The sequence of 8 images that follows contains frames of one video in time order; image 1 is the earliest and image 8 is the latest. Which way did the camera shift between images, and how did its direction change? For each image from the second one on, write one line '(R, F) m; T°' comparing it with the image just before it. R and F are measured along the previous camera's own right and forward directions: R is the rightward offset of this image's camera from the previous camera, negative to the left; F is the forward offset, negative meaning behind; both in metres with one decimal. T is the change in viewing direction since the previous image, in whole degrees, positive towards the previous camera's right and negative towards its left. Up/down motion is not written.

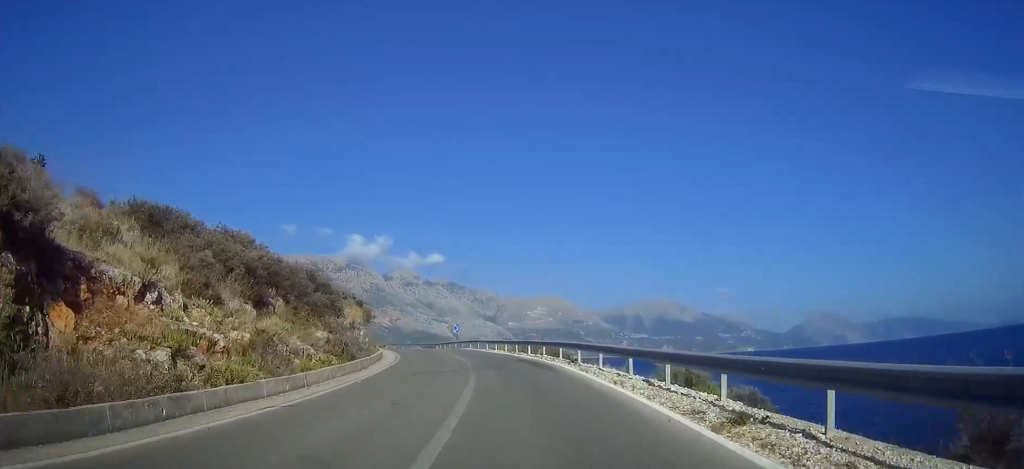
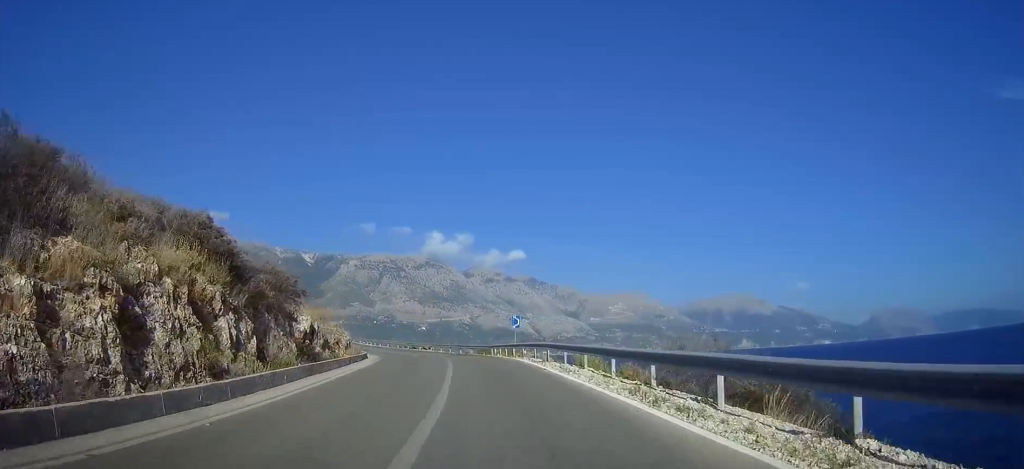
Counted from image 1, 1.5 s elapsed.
(-1.1, +28.7) m; -4°
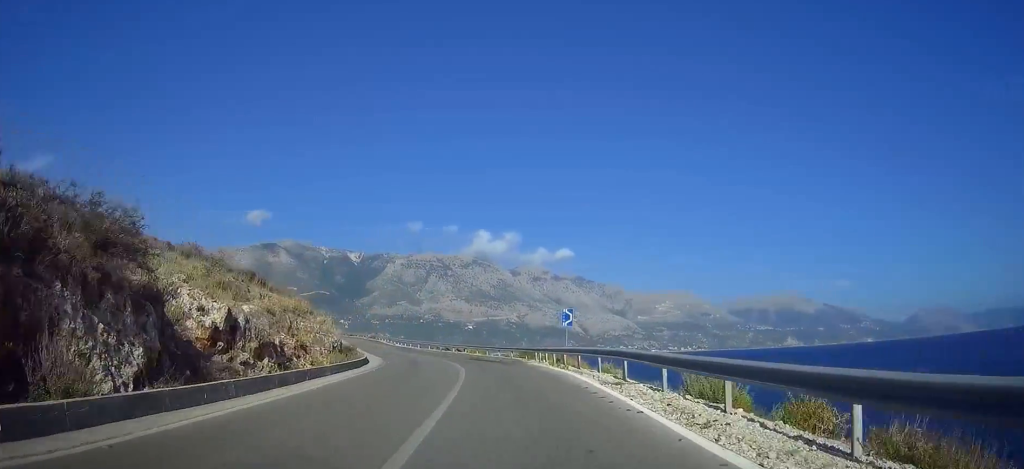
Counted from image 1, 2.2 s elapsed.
(+0.2, +11.9) m; -2°
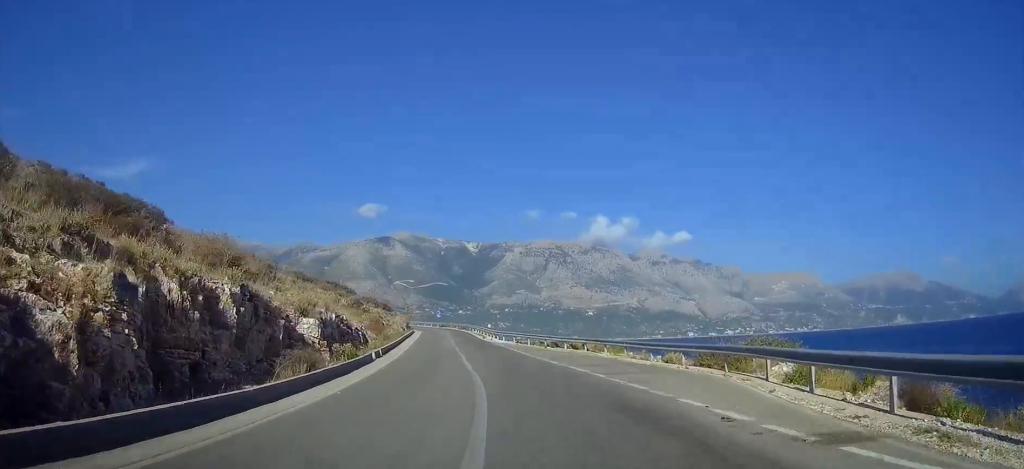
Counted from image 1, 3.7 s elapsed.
(-2.7, +28.0) m; -10°
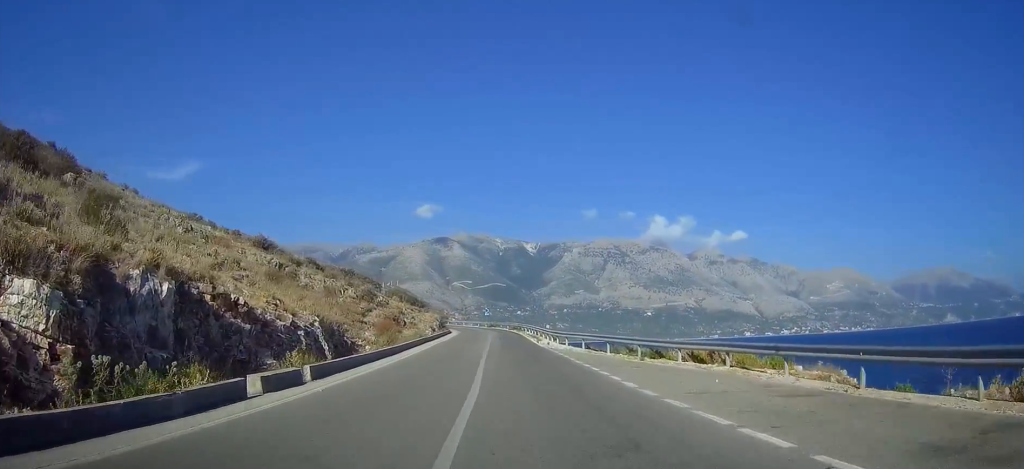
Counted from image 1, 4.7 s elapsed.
(-1.1, +20.1) m; -5°
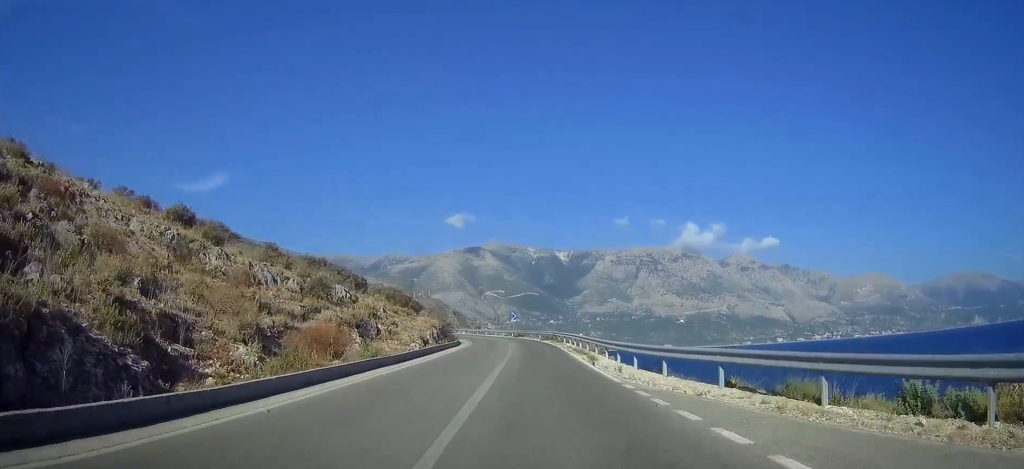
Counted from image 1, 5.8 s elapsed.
(-0.8, +22.0) m; -3°
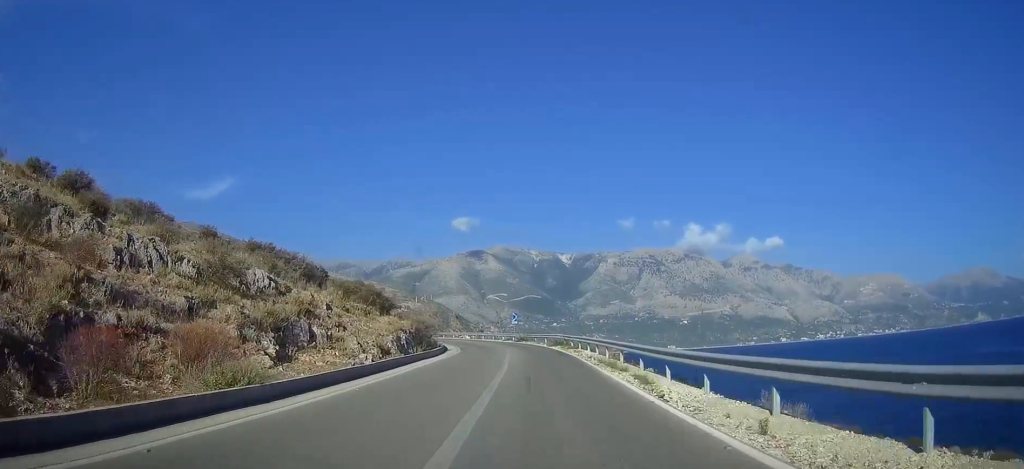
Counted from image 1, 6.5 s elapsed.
(-0.1, +12.8) m; -1°
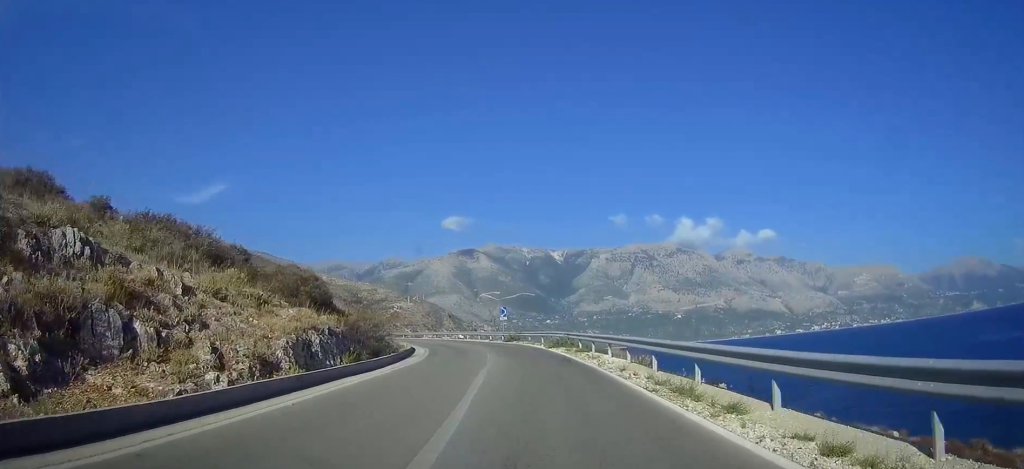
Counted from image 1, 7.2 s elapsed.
(0.0, +12.8) m; 0°
